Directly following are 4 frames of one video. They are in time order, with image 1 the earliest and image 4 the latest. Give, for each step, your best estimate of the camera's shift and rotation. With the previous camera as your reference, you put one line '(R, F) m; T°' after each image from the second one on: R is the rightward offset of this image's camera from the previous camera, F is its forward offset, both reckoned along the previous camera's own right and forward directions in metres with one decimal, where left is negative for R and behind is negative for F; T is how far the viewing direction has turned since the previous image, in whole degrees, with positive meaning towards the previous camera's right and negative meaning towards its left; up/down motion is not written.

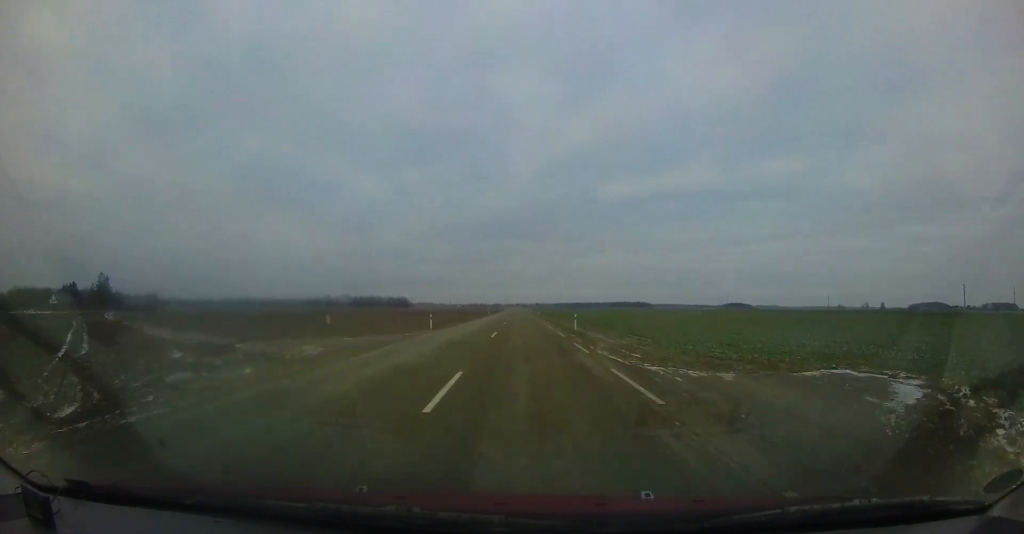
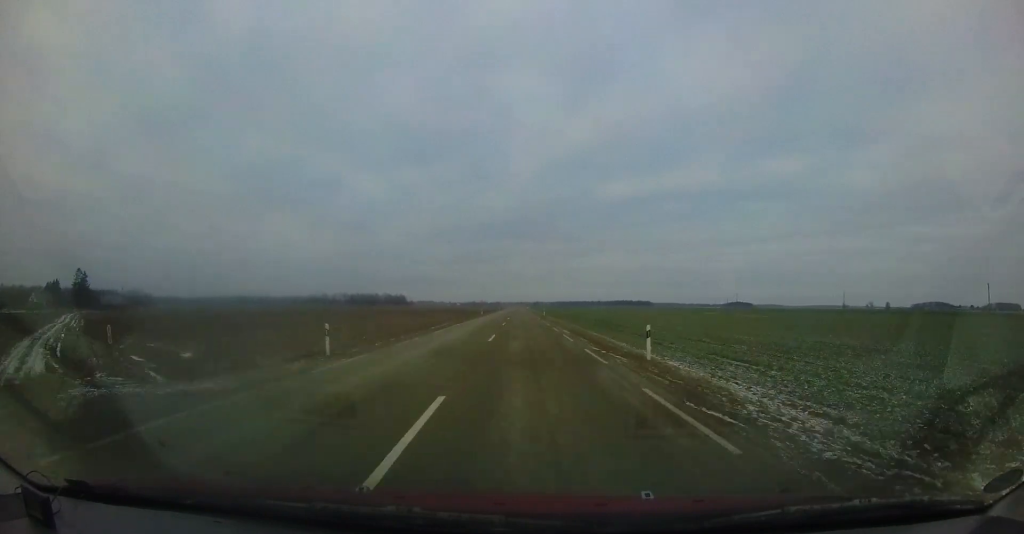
(+0.1, +14.2) m; 0°
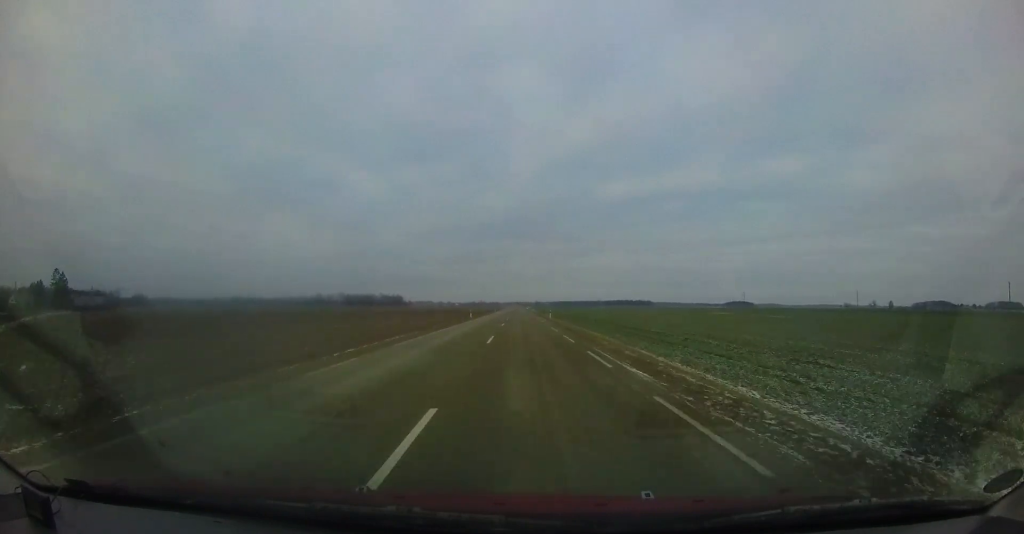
(-0.2, +12.6) m; 0°
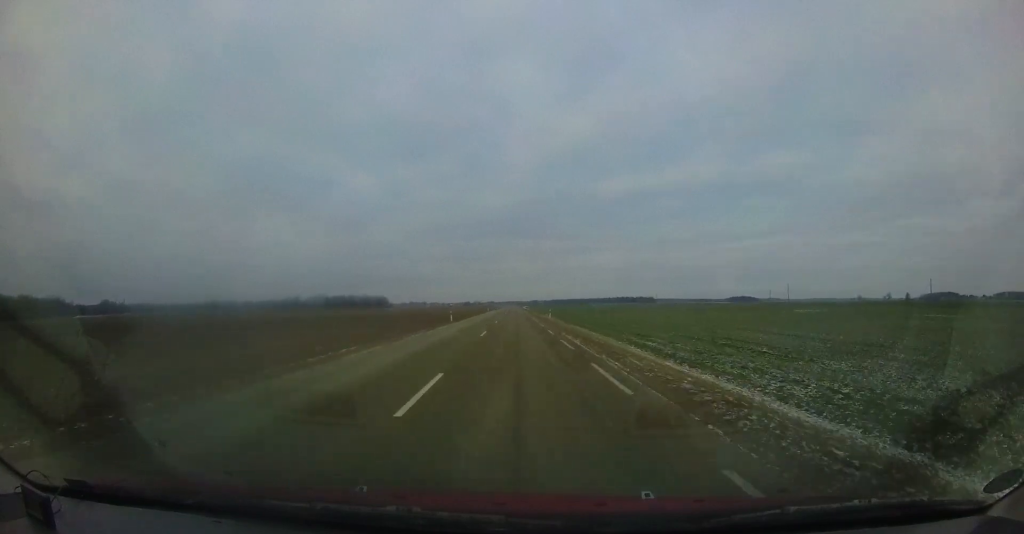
(+1.0, +57.0) m; +1°
